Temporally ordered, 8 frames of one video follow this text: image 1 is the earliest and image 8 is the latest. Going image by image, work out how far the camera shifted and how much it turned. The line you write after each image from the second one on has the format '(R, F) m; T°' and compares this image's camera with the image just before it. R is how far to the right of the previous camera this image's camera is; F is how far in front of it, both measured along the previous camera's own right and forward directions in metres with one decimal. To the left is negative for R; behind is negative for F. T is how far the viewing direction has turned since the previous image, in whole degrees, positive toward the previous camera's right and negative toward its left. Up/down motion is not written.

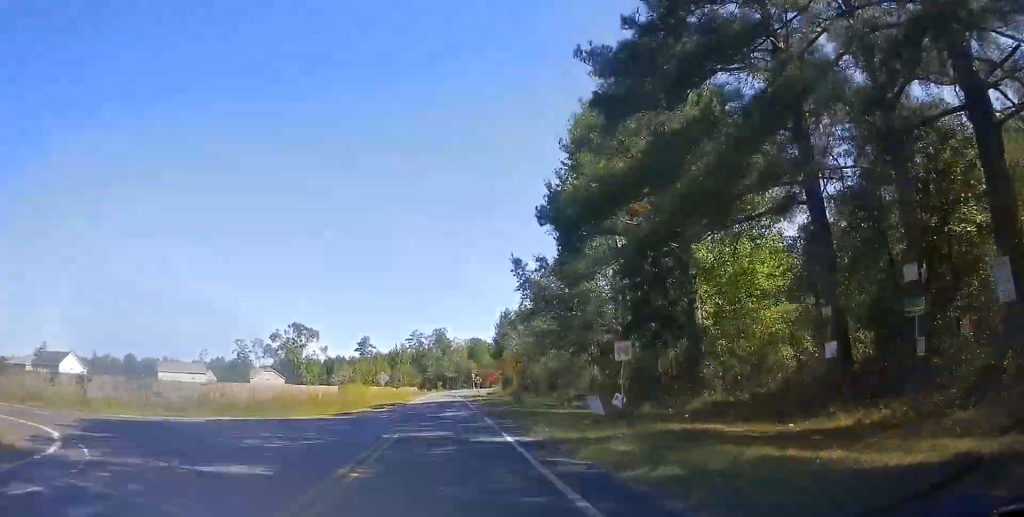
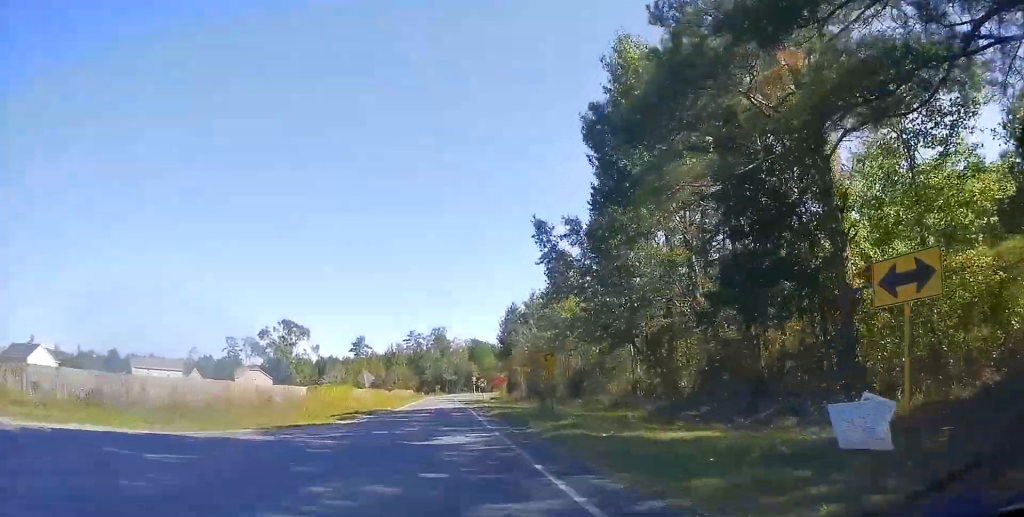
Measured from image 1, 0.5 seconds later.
(0.0, +14.6) m; 0°
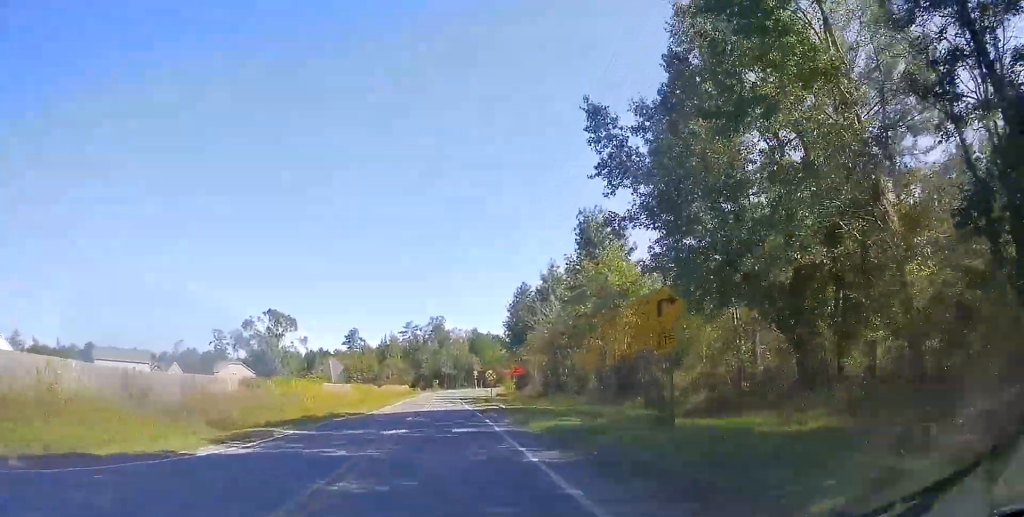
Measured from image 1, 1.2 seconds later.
(+0.1, +17.2) m; 0°
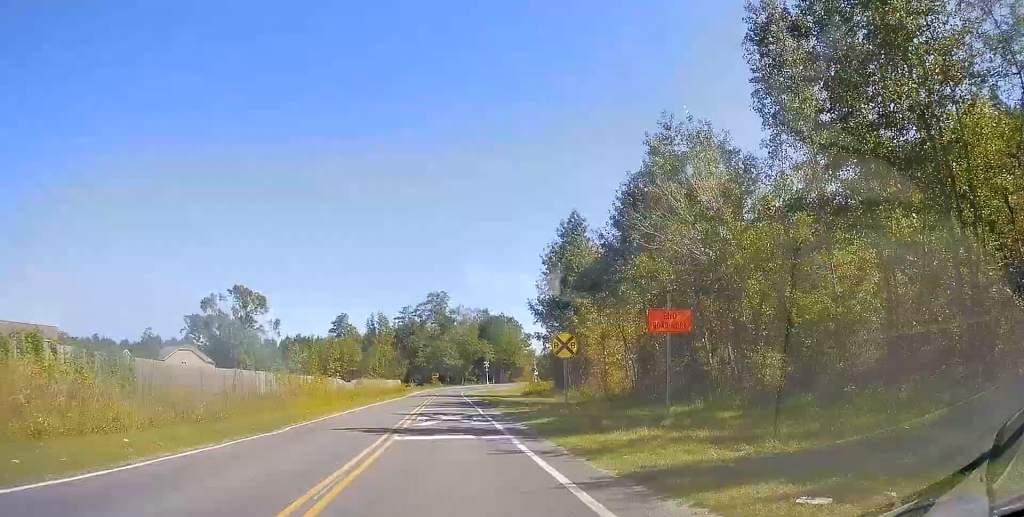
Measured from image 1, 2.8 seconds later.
(-0.3, +36.8) m; 0°
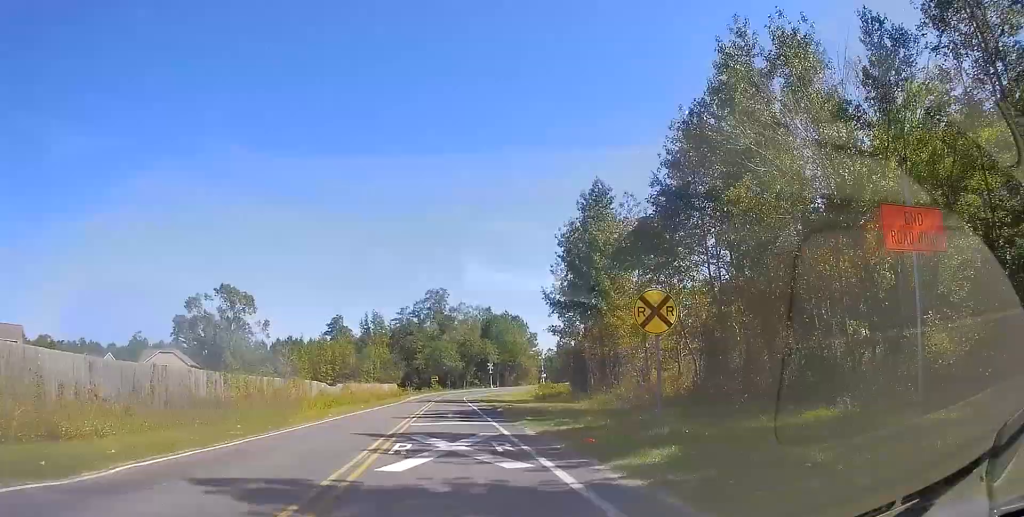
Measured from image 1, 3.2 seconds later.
(+0.1, +10.2) m; 0°
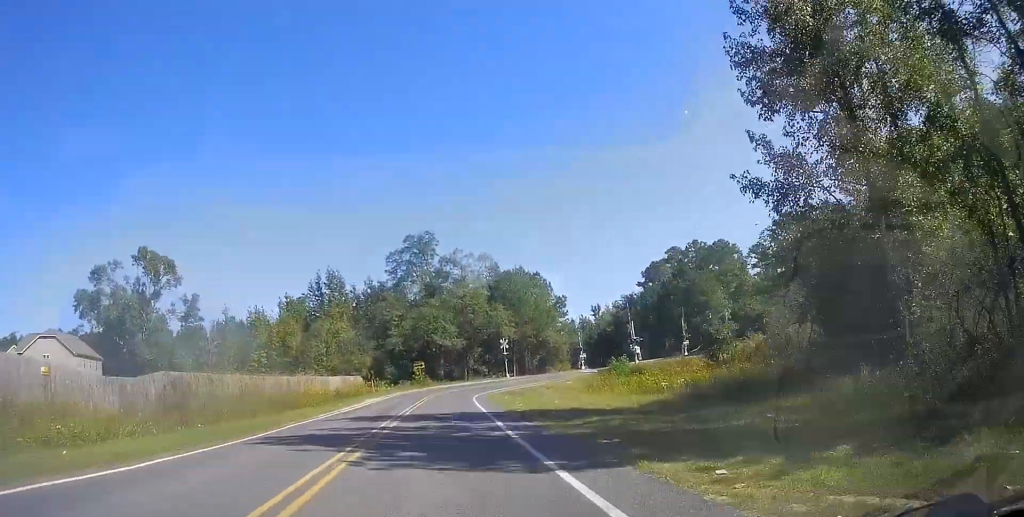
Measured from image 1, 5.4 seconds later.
(+0.6, +40.2) m; +2°
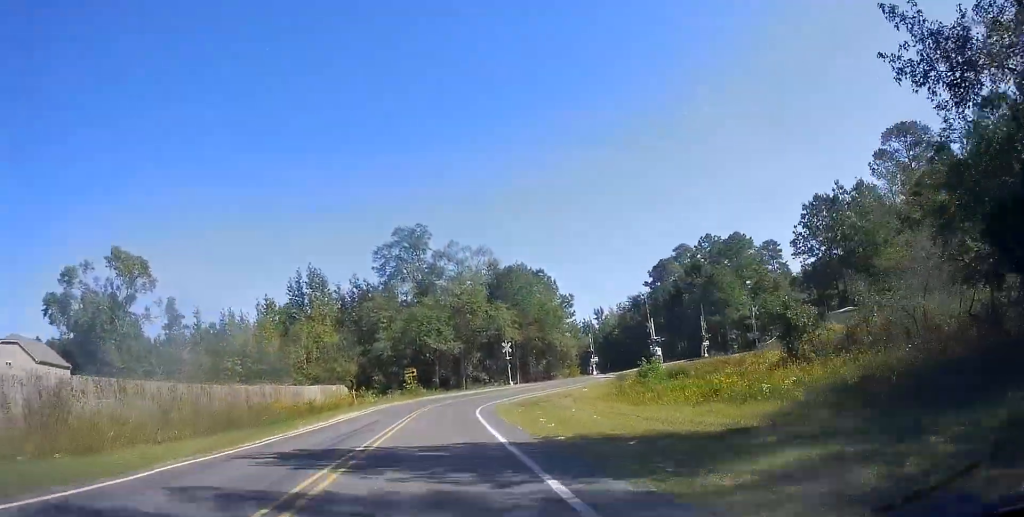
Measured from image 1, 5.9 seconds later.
(0.0, +7.9) m; 0°
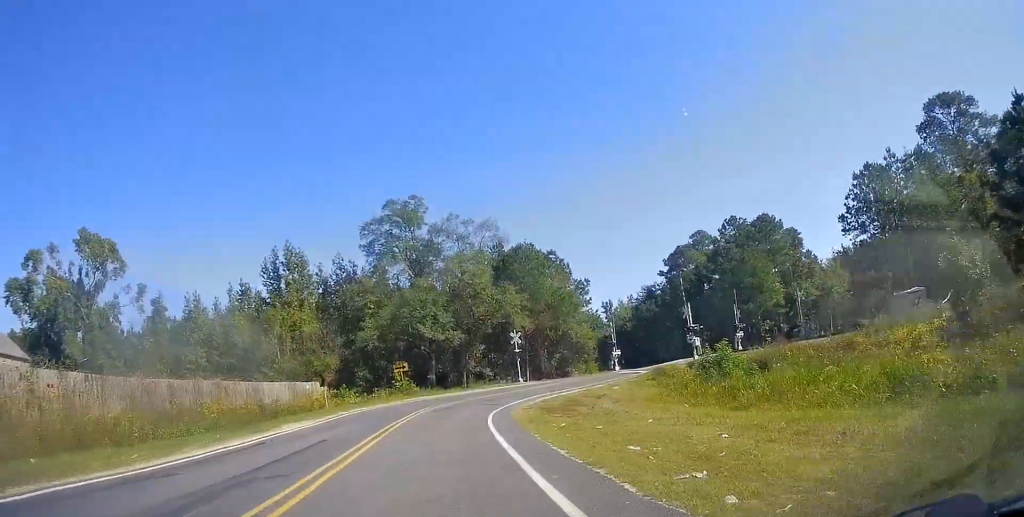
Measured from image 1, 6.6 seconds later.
(0.0, +9.7) m; 0°
